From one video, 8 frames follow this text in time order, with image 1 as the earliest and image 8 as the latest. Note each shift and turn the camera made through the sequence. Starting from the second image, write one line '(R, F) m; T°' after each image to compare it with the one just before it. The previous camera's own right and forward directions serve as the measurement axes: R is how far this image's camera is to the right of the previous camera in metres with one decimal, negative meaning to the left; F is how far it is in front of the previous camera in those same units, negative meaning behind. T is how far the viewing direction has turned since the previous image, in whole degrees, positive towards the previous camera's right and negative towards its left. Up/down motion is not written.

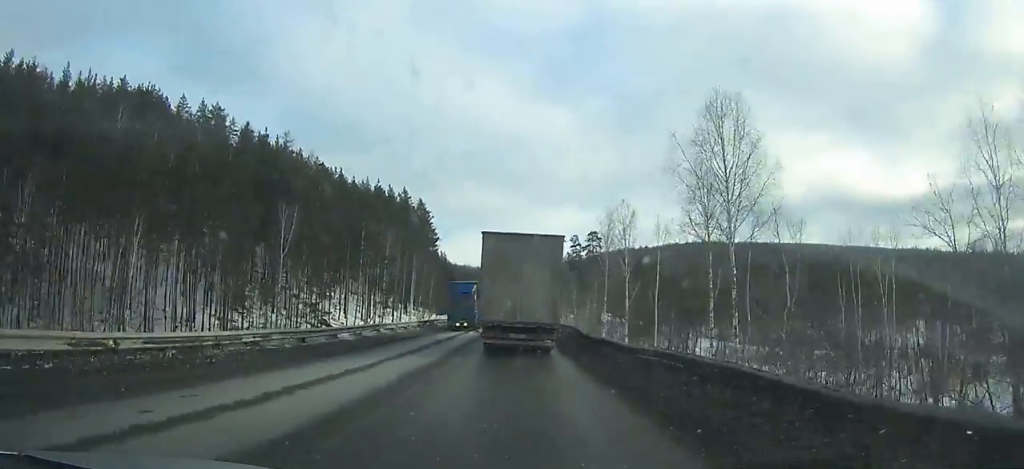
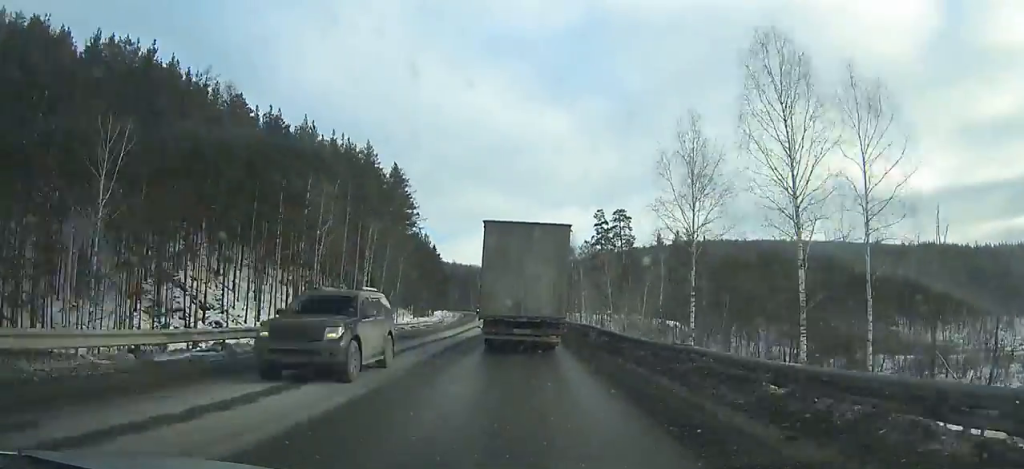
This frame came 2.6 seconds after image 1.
(0.0, +33.1) m; 0°
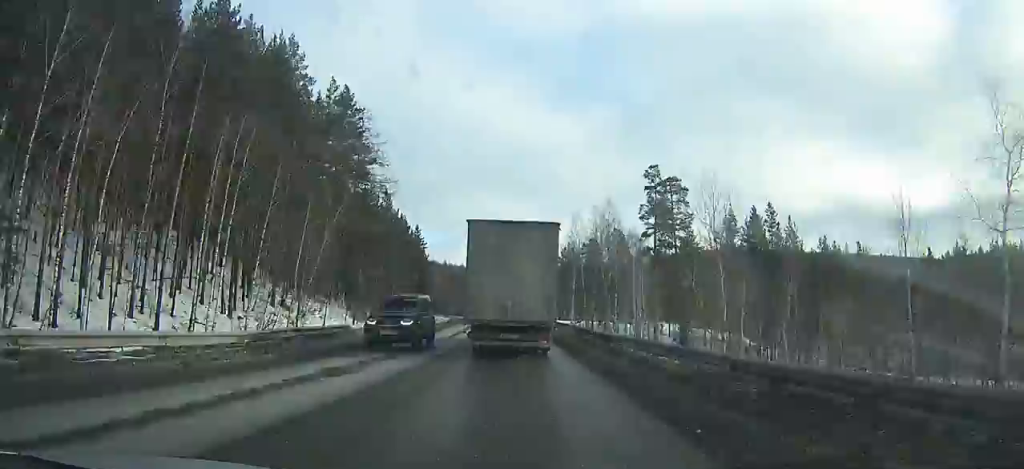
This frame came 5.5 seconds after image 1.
(-0.1, +36.7) m; -1°
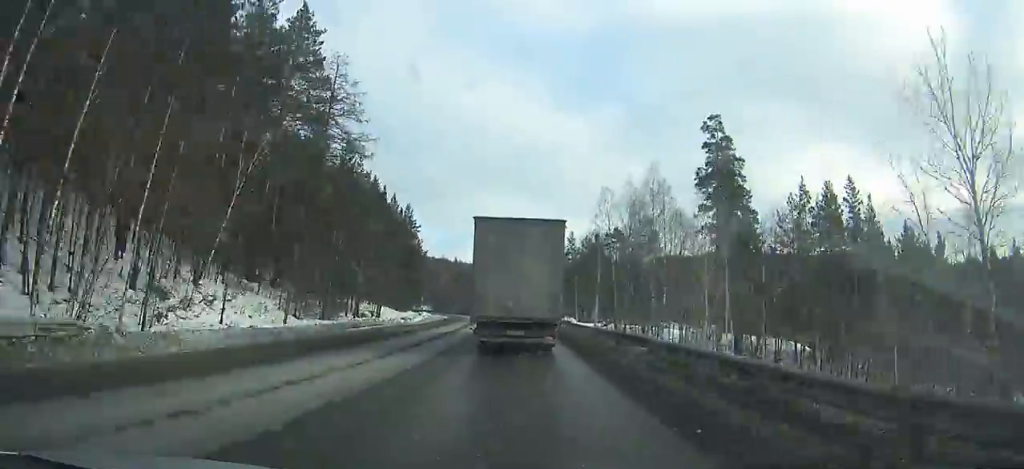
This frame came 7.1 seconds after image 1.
(+0.1, +20.0) m; -1°
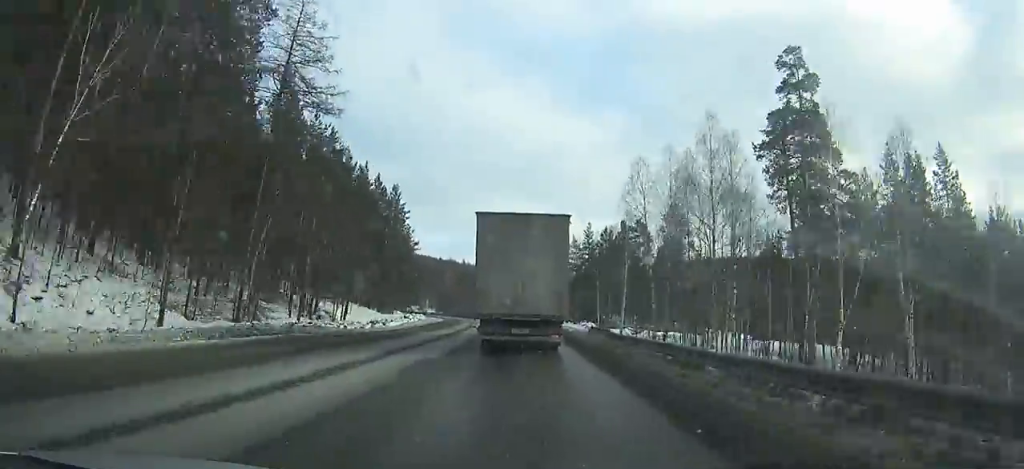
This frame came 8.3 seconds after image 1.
(-0.2, +14.7) m; -1°
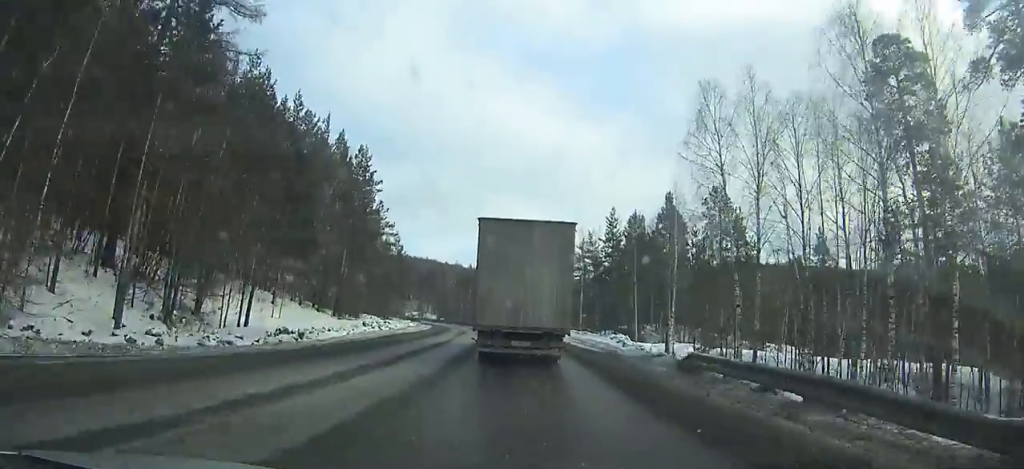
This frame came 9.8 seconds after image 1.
(-0.1, +18.3) m; -2°
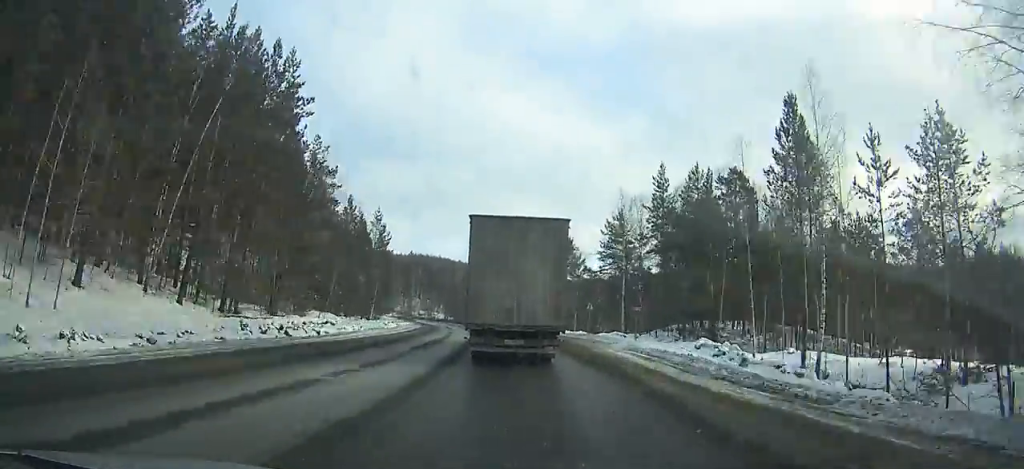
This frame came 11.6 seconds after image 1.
(-0.6, +21.7) m; -2°
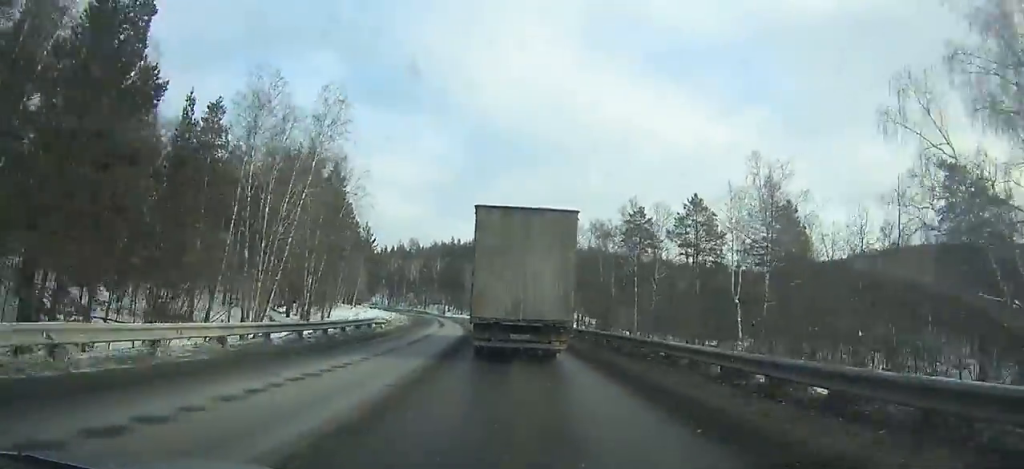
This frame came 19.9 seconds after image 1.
(-10.9, +100.7) m; -14°
